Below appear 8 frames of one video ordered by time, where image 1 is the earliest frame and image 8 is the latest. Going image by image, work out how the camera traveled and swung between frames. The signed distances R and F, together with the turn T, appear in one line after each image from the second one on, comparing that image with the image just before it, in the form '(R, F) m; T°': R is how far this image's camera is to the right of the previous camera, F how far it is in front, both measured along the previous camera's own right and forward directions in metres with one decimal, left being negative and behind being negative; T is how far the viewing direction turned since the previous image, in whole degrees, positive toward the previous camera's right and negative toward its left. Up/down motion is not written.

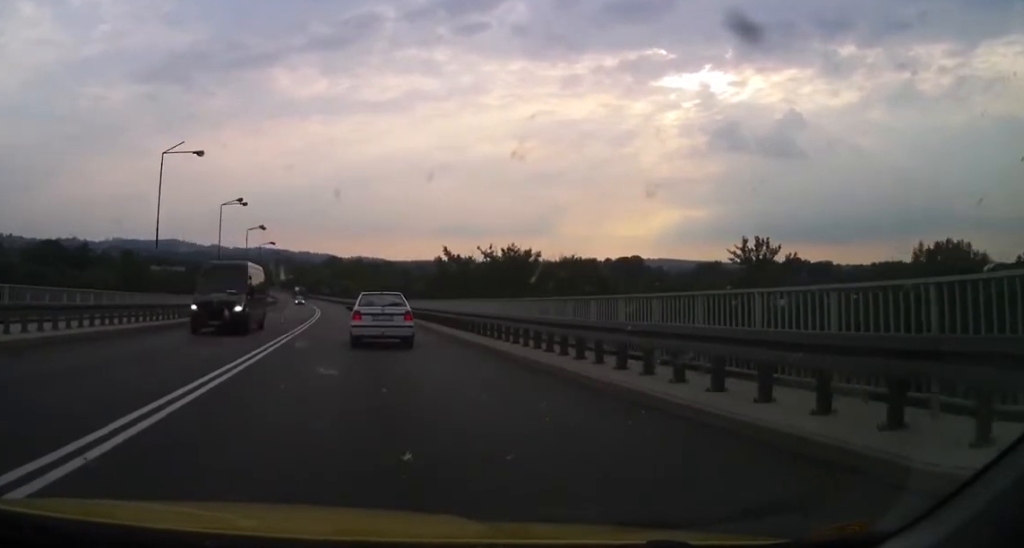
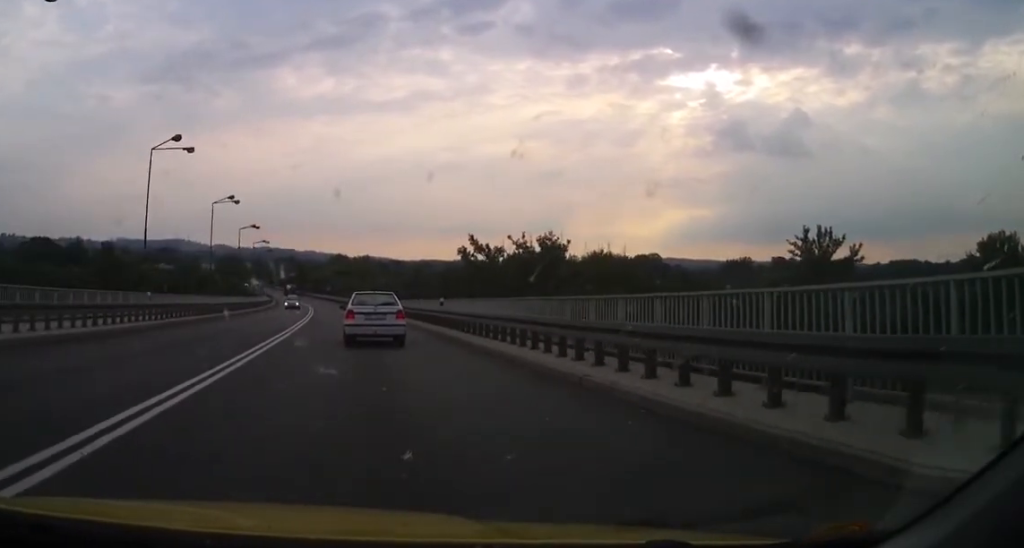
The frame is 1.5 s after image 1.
(-0.1, +21.5) m; -2°
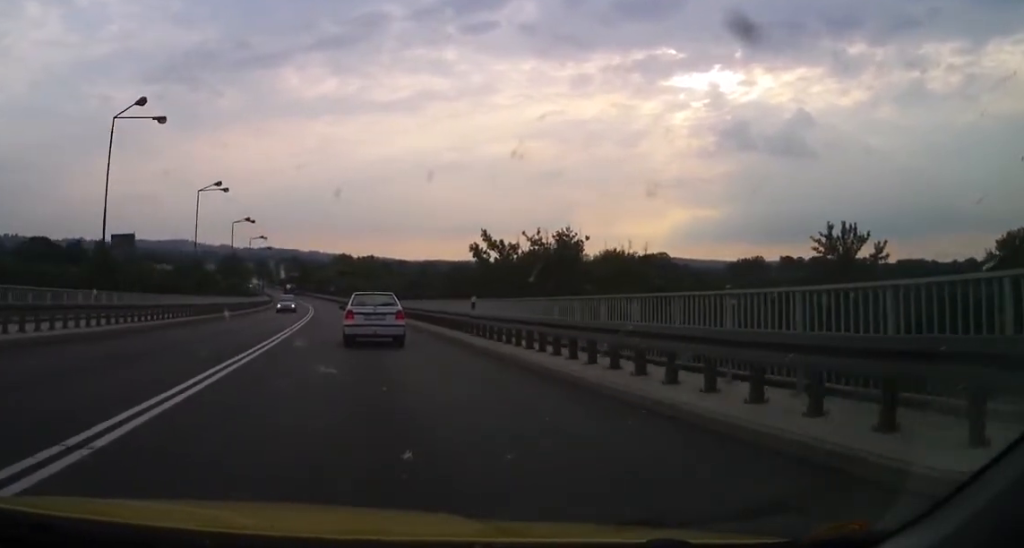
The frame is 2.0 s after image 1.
(-0.3, +6.7) m; -1°
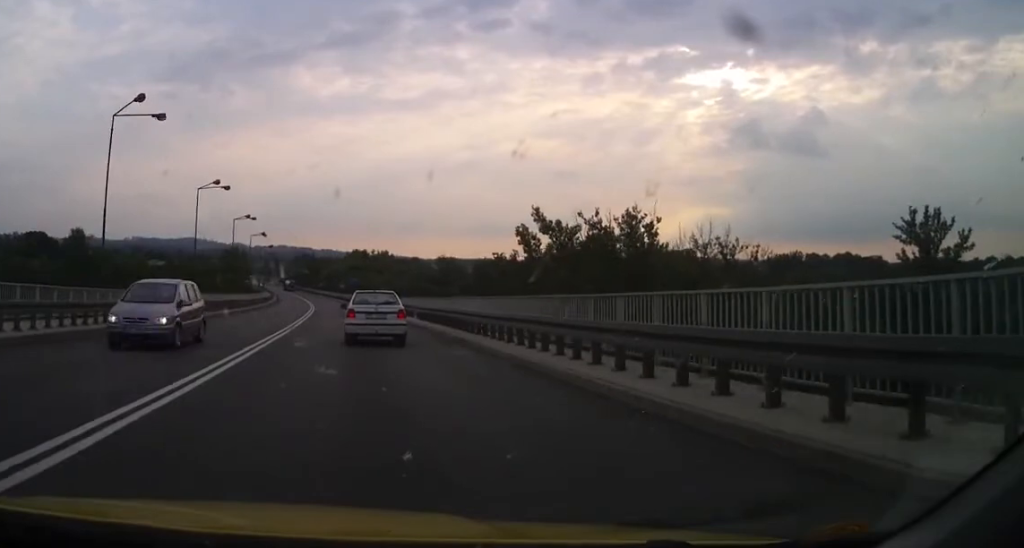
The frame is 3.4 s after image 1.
(-0.4, +20.0) m; -1°
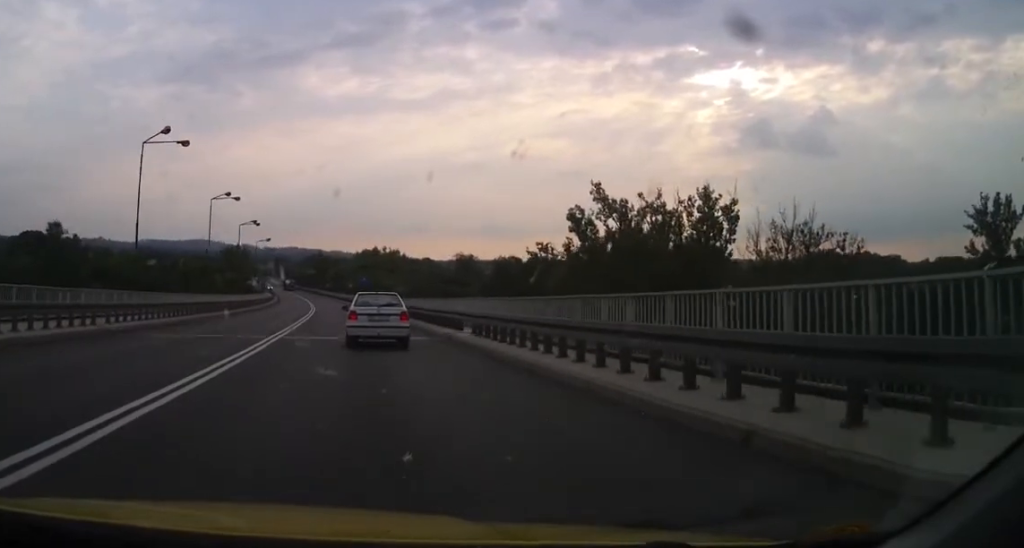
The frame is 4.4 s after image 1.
(0.0, +14.8) m; 0°
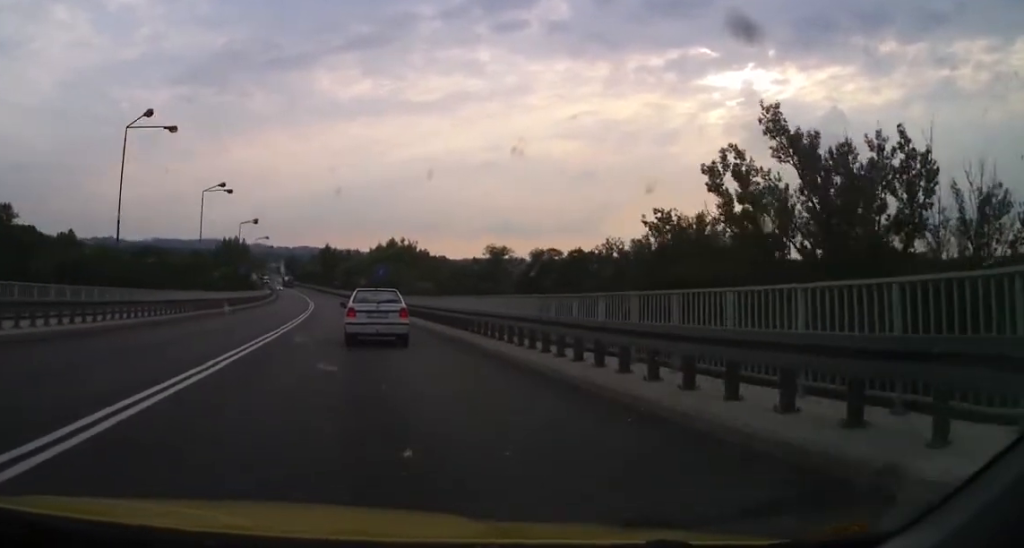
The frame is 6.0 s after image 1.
(0.0, +22.9) m; 0°
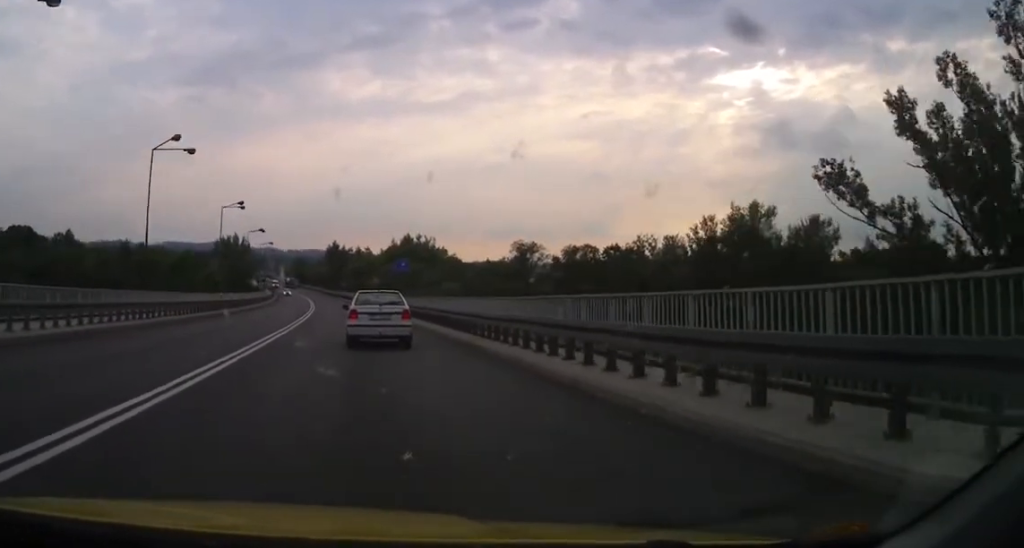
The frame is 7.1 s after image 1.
(0.0, +15.3) m; 0°
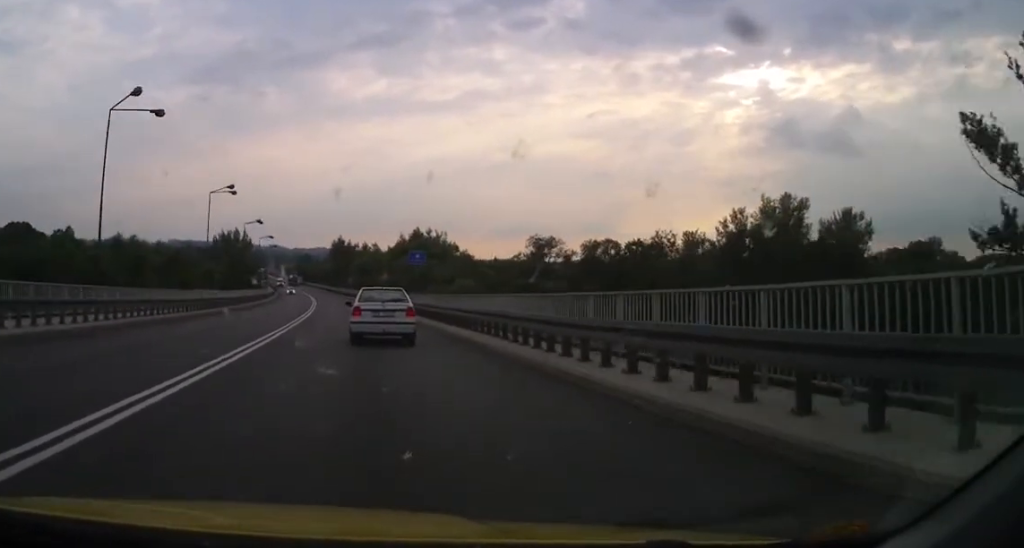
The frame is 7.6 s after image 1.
(0.0, +7.6) m; 0°
